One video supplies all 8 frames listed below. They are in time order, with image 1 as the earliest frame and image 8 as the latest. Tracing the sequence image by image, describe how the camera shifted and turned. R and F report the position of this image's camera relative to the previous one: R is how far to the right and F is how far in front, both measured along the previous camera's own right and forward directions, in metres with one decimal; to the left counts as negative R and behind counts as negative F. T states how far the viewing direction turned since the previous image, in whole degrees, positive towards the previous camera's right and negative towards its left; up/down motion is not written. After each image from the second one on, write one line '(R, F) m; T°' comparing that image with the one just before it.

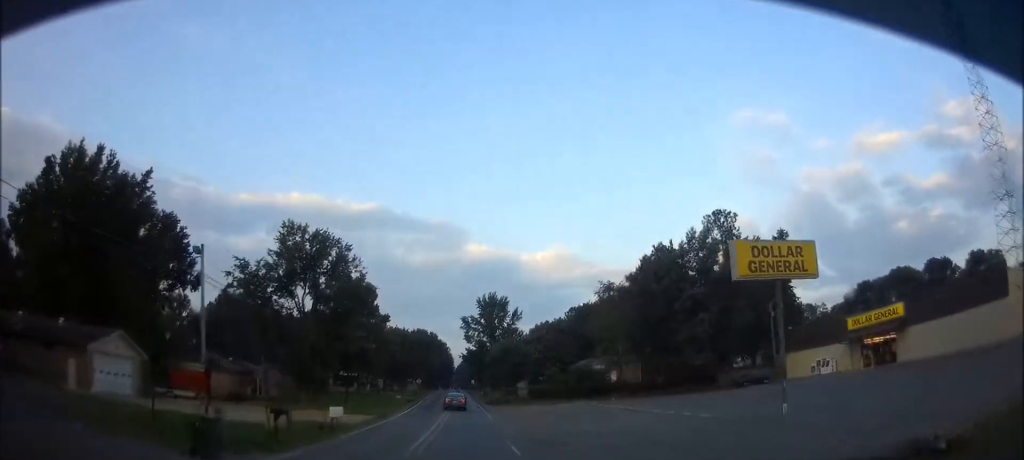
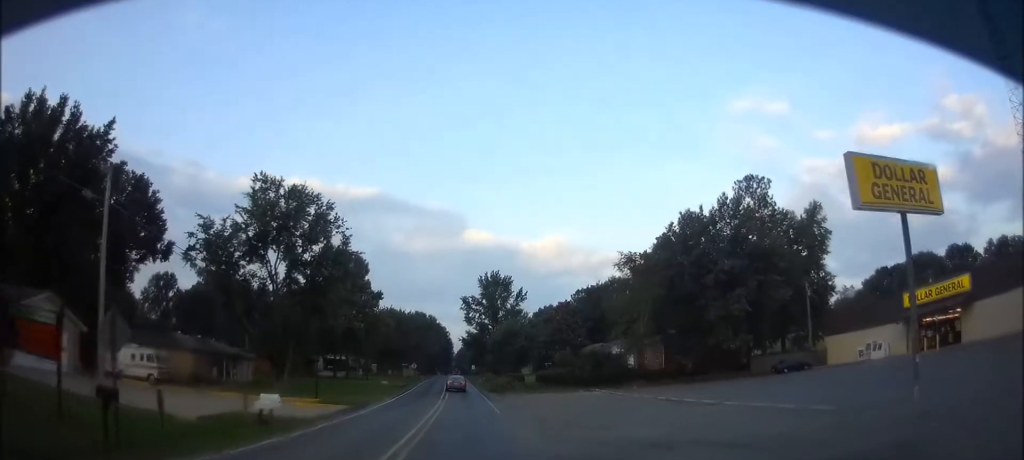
(0.0, +10.3) m; 0°
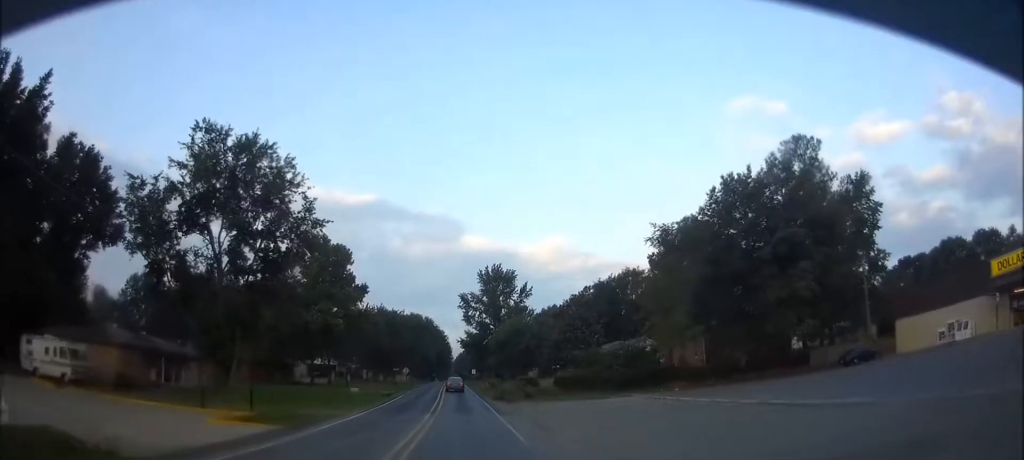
(0.0, +13.5) m; -1°
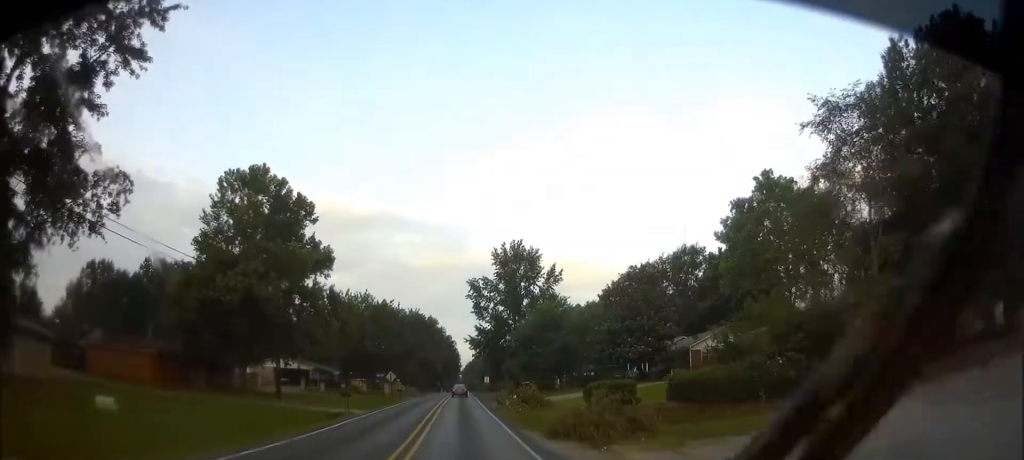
(-0.6, +28.0) m; -2°
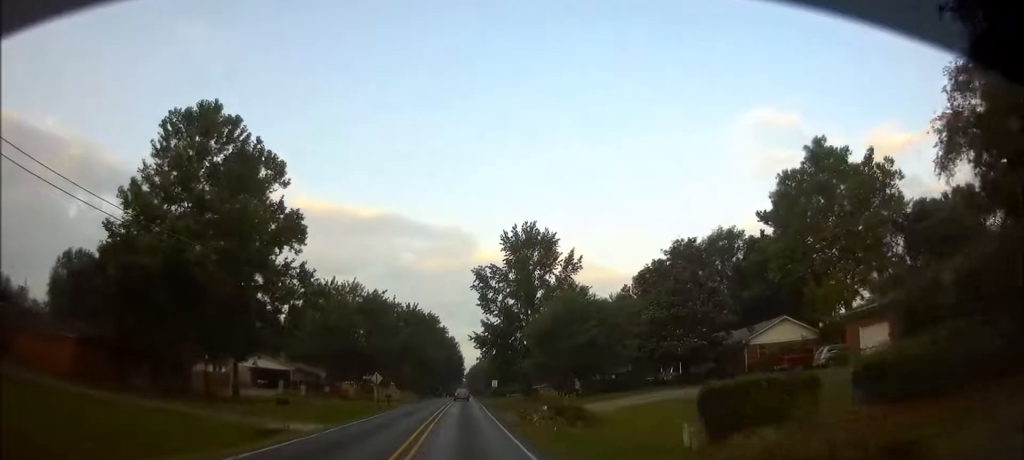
(+0.1, +12.8) m; 0°
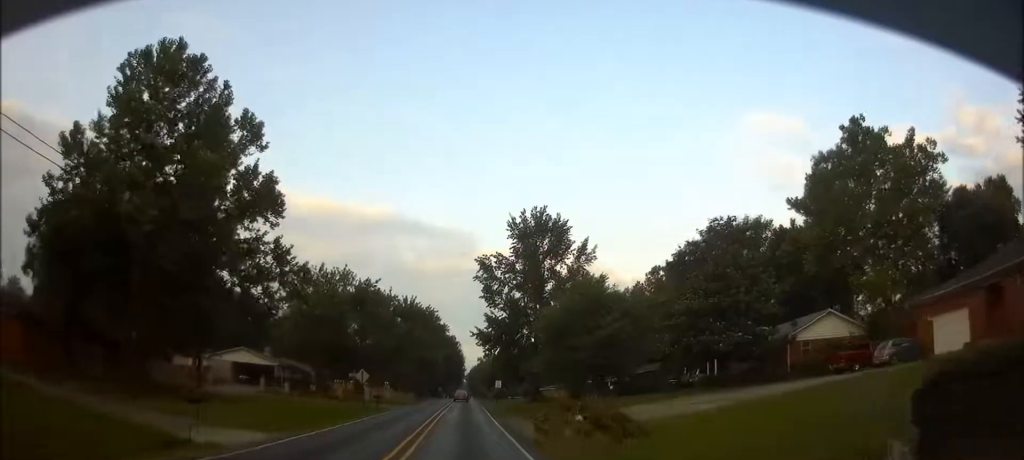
(0.0, +7.6) m; 0°
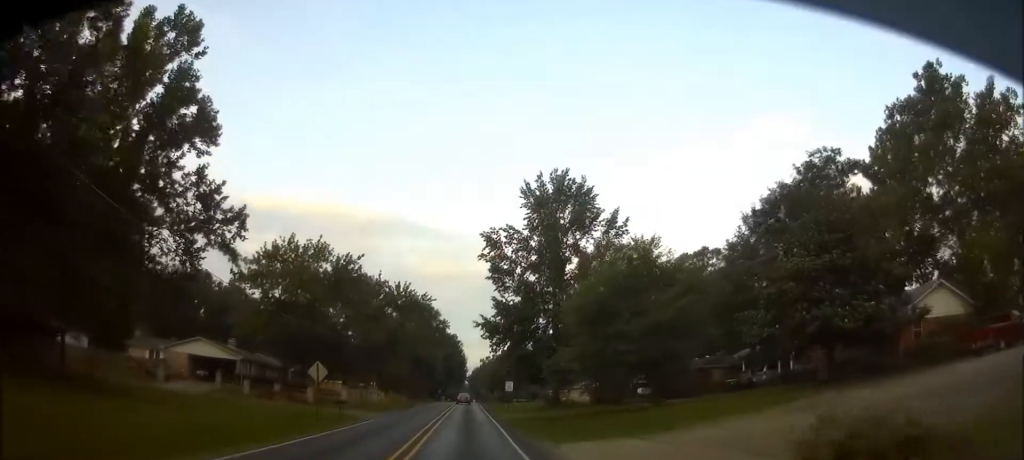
(0.0, +13.3) m; 0°
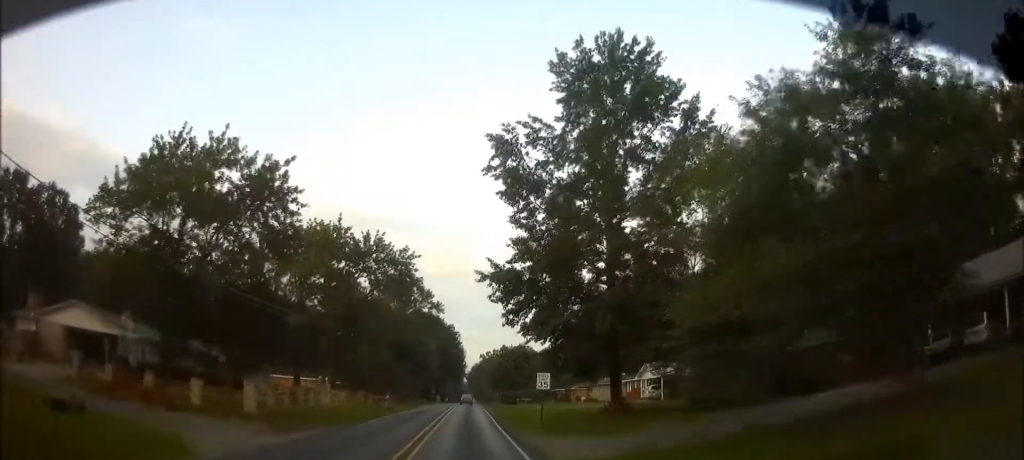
(0.0, +23.9) m; 0°
